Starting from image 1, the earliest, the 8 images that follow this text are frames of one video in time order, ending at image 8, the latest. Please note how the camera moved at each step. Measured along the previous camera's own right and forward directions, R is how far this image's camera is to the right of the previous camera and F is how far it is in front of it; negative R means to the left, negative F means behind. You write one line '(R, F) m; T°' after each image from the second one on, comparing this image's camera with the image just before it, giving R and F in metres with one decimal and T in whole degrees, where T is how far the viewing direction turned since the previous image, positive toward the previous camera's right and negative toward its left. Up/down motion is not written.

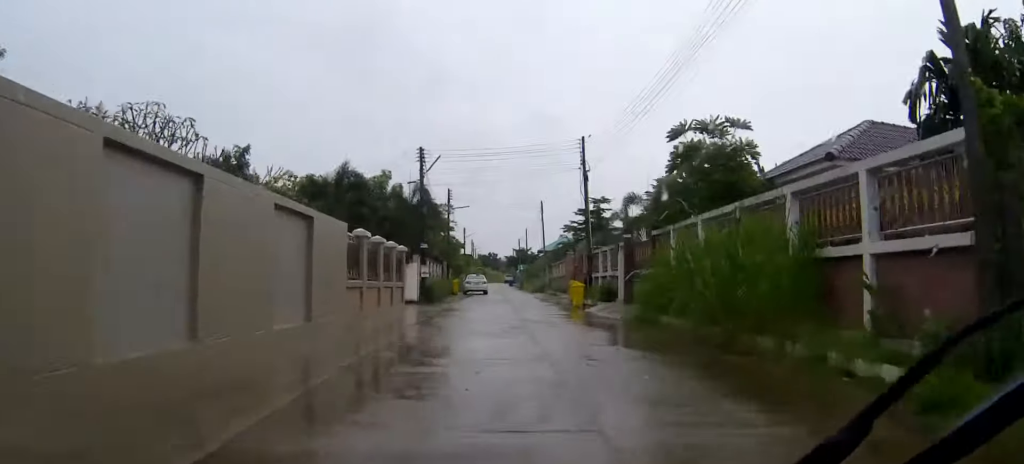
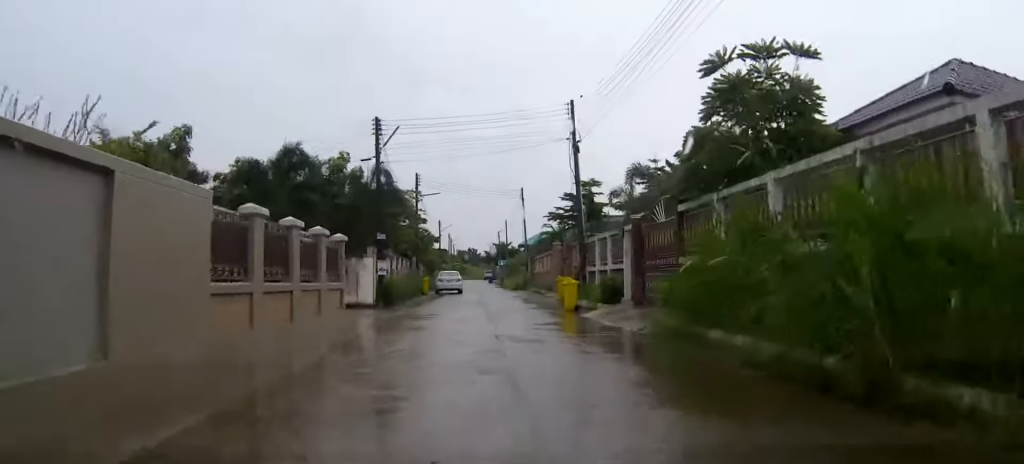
(+0.1, +7.1) m; +2°
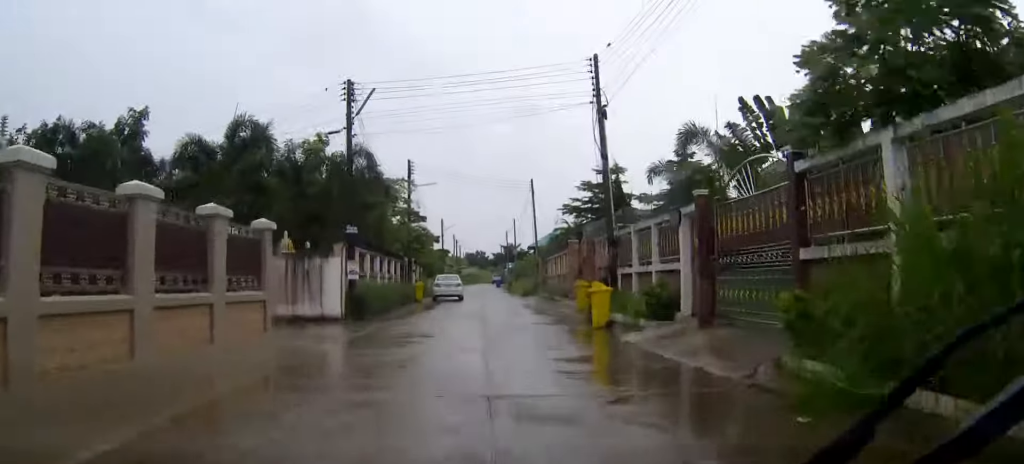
(+0.2, +7.2) m; +1°
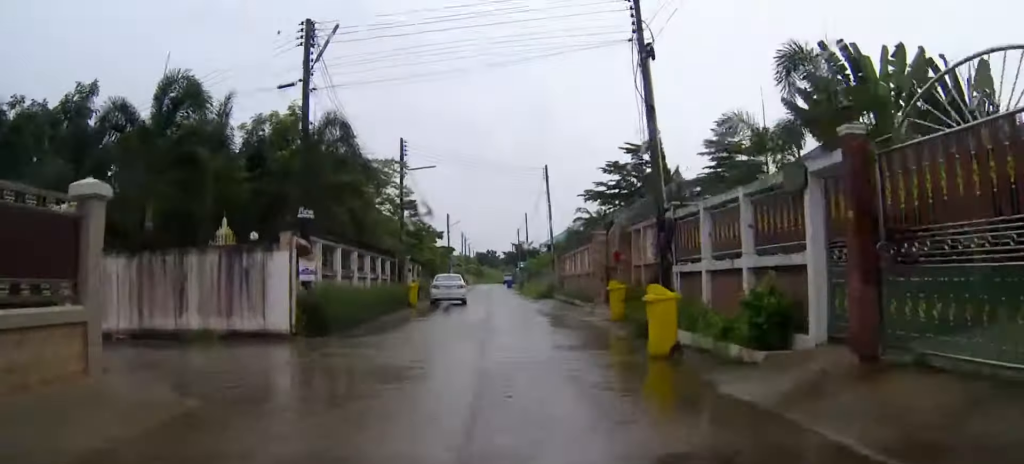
(0.0, +6.9) m; 0°
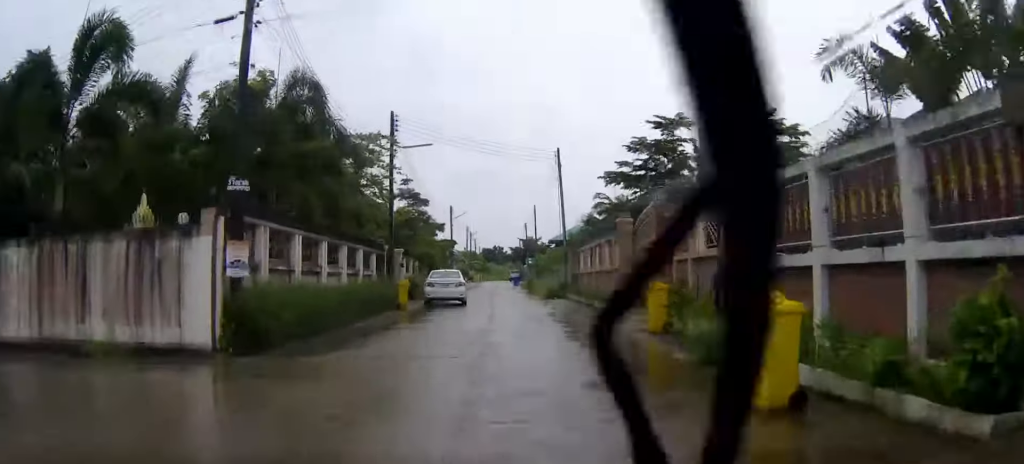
(-0.1, +5.1) m; -1°
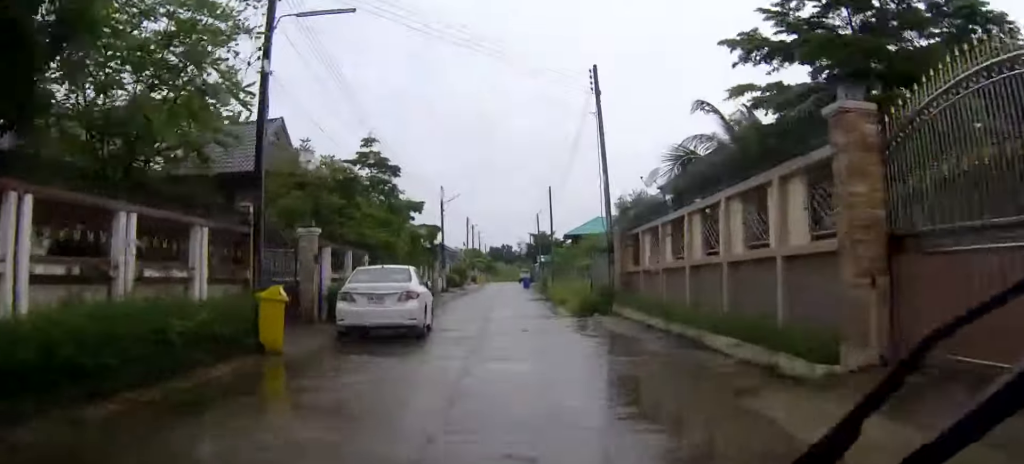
(-0.4, +16.9) m; -2°
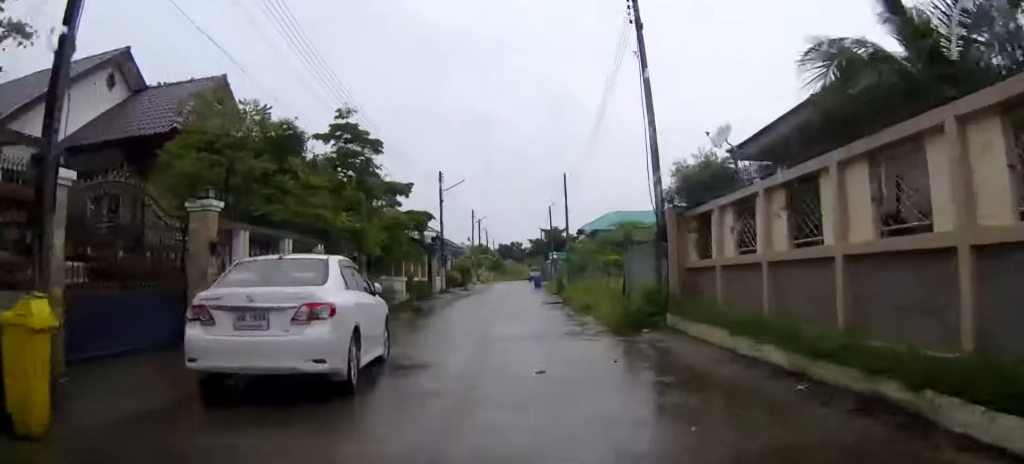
(0.0, +7.5) m; -1°
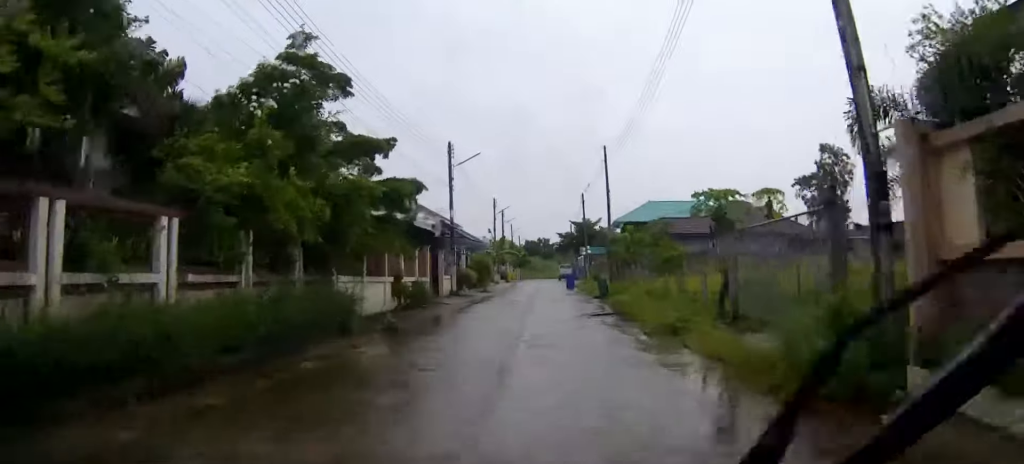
(-0.1, +10.1) m; -1°
